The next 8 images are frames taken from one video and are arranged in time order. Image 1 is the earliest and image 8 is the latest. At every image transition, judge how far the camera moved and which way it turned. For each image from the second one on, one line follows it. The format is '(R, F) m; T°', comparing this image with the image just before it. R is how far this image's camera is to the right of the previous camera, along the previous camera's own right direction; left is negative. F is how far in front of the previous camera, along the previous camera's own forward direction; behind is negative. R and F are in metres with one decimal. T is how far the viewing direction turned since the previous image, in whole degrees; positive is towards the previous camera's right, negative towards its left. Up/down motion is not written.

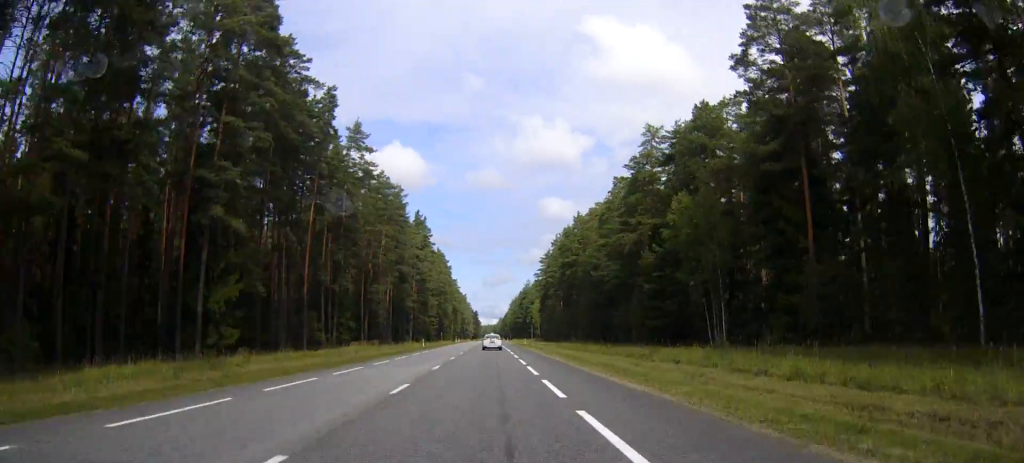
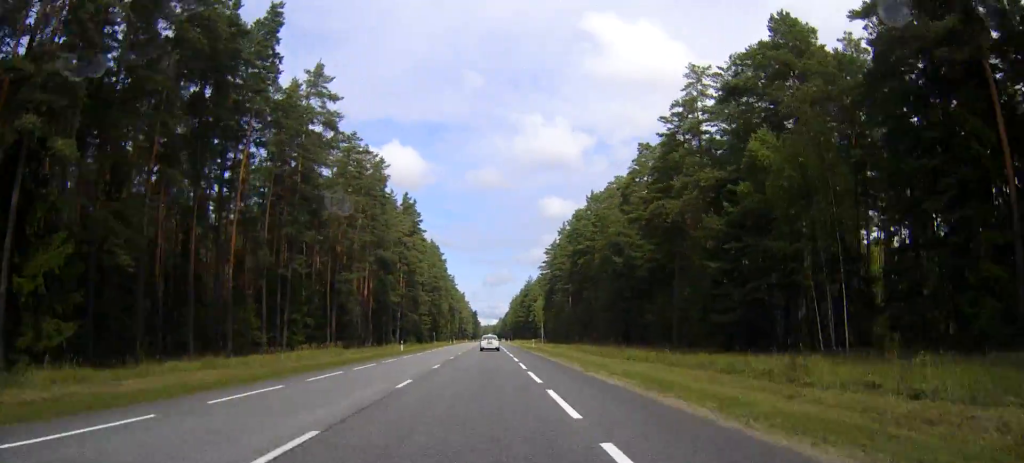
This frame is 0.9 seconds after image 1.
(0.0, +18.6) m; 0°
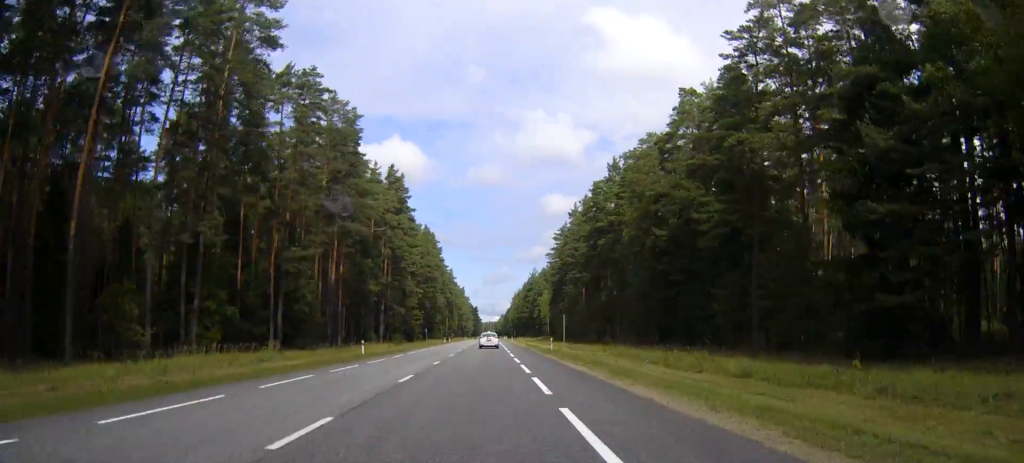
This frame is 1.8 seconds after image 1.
(0.0, +20.1) m; 0°
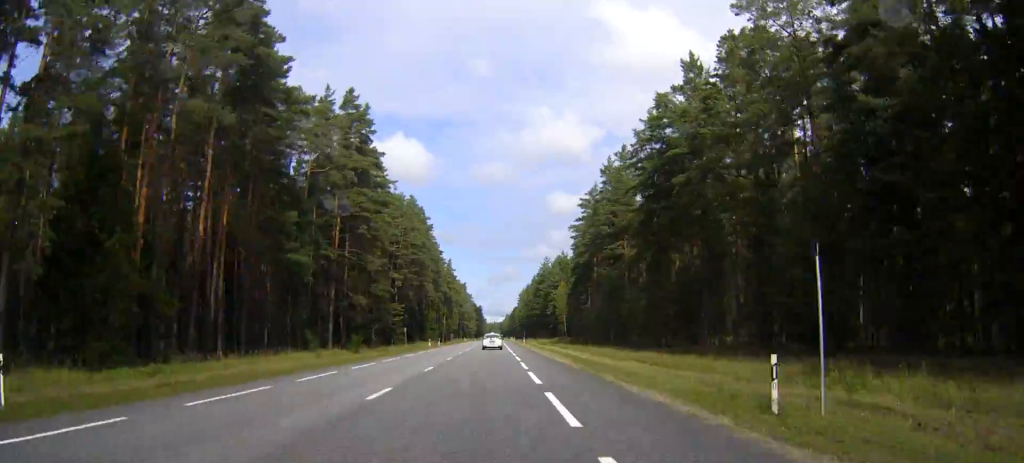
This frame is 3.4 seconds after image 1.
(-0.2, +40.1) m; -2°
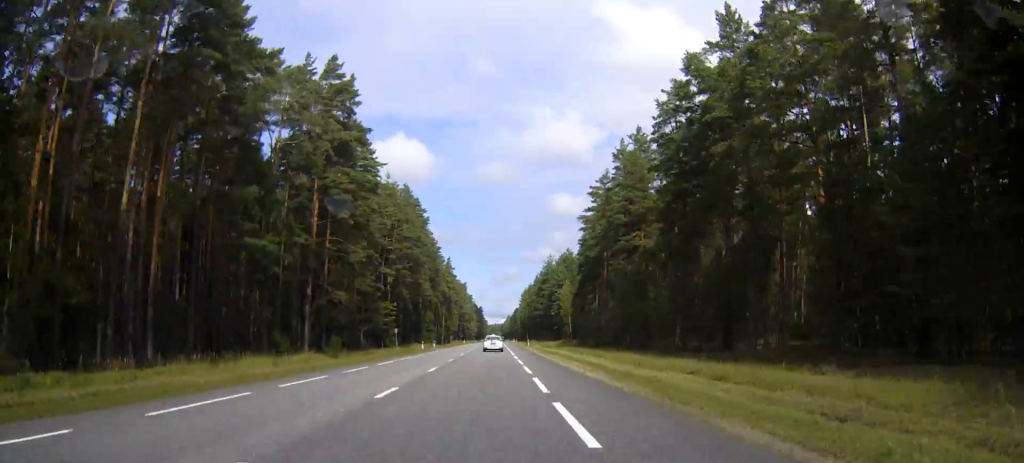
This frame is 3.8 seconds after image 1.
(-0.3, +11.2) m; 0°
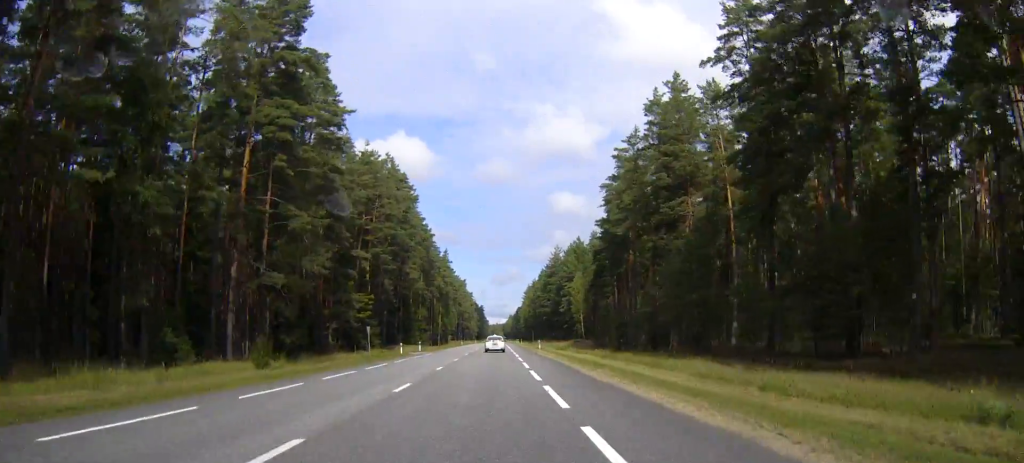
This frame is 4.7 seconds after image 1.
(-0.1, +22.8) m; +1°
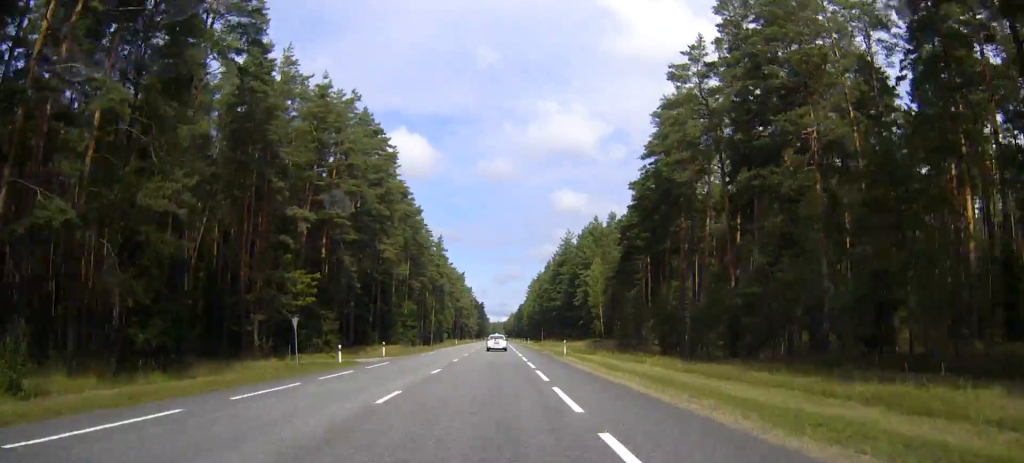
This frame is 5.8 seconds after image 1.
(+0.6, +30.2) m; 0°
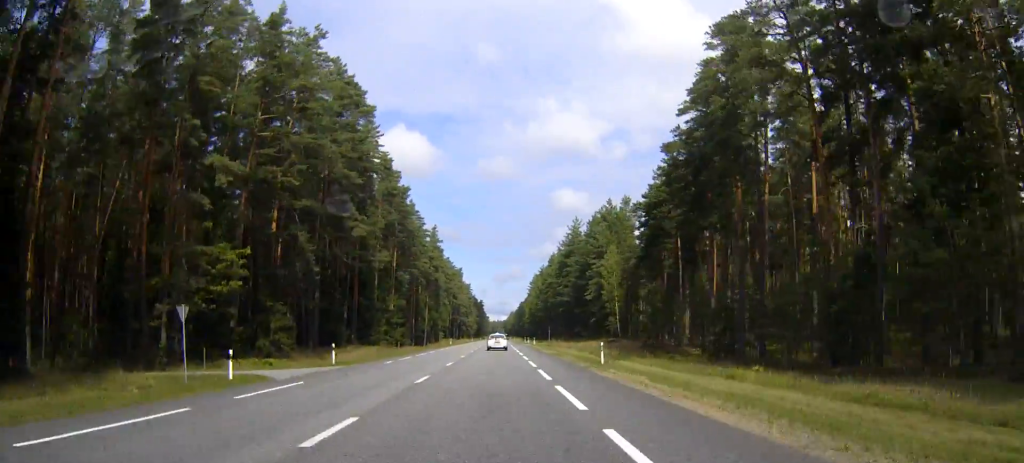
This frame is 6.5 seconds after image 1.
(-0.2, +20.0) m; -1°
